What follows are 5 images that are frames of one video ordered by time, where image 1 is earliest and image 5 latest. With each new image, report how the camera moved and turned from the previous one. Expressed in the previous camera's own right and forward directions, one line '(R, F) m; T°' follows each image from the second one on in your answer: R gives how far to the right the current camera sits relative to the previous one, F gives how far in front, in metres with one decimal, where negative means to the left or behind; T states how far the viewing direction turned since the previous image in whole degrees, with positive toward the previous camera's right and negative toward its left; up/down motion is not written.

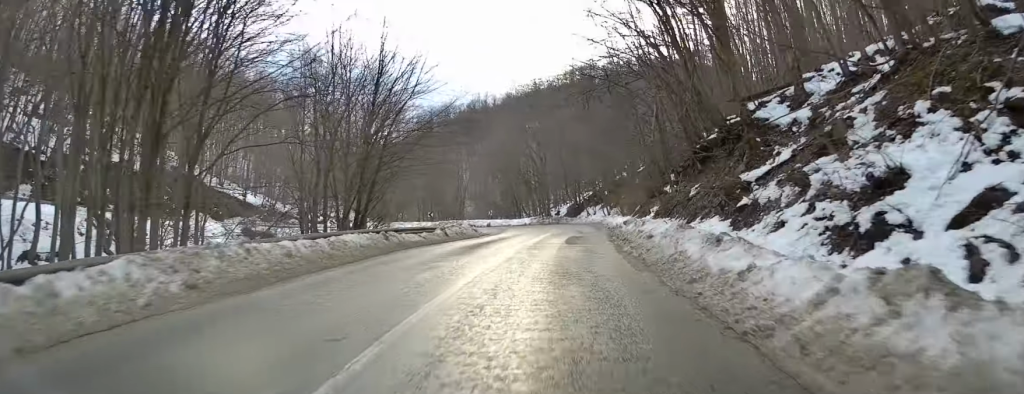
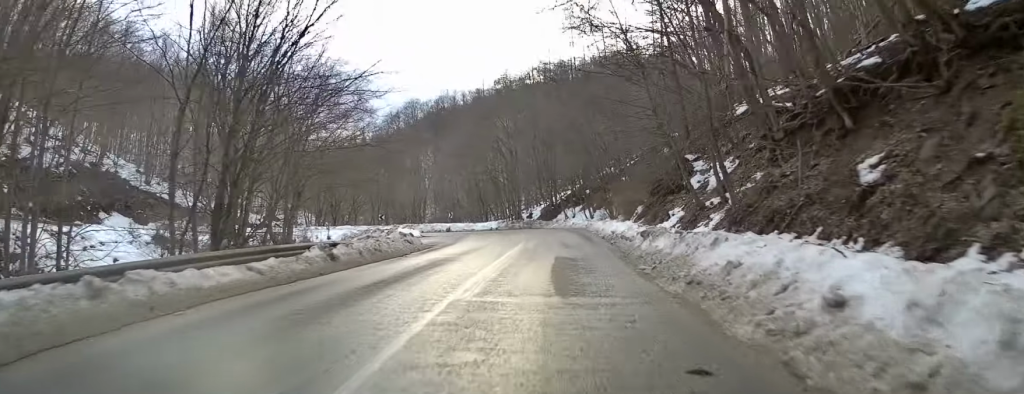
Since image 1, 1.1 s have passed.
(+0.2, +12.7) m; +2°
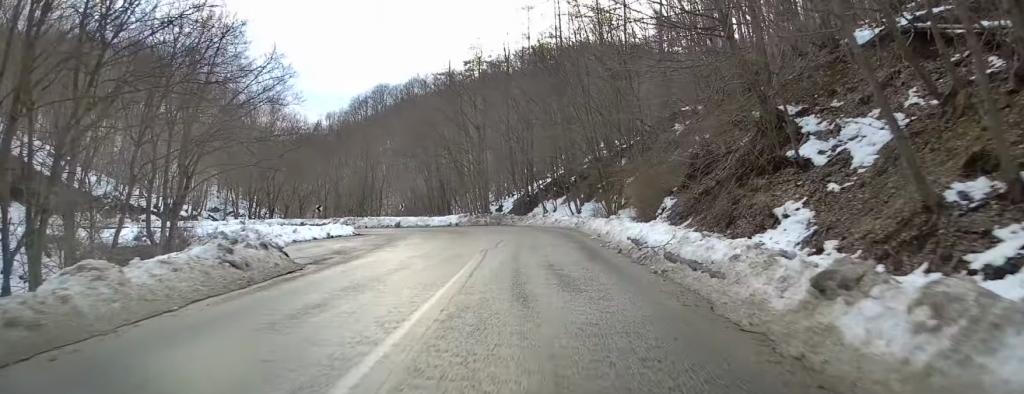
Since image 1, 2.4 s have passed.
(+0.3, +13.8) m; +1°
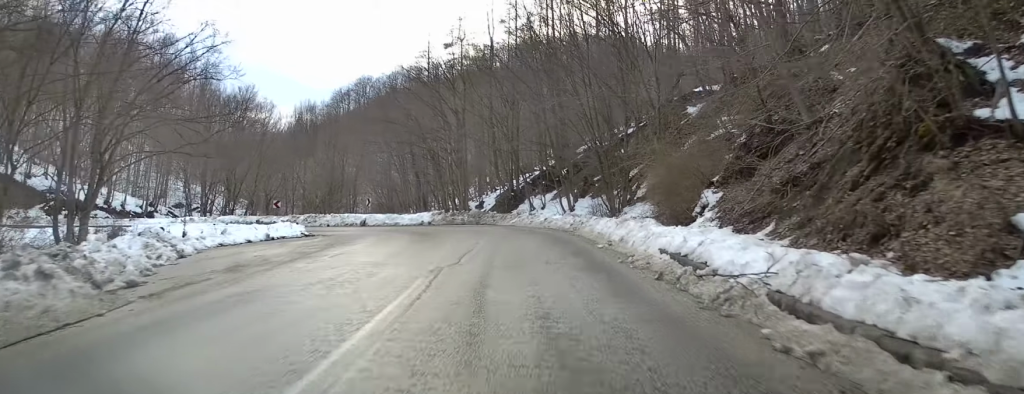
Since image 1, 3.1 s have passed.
(+0.1, +7.1) m; -1°
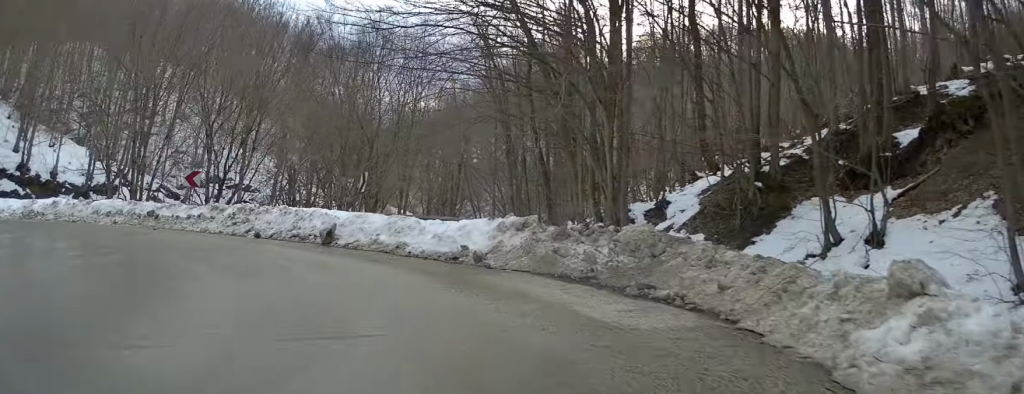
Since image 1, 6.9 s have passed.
(-0.2, +31.9) m; -8°
